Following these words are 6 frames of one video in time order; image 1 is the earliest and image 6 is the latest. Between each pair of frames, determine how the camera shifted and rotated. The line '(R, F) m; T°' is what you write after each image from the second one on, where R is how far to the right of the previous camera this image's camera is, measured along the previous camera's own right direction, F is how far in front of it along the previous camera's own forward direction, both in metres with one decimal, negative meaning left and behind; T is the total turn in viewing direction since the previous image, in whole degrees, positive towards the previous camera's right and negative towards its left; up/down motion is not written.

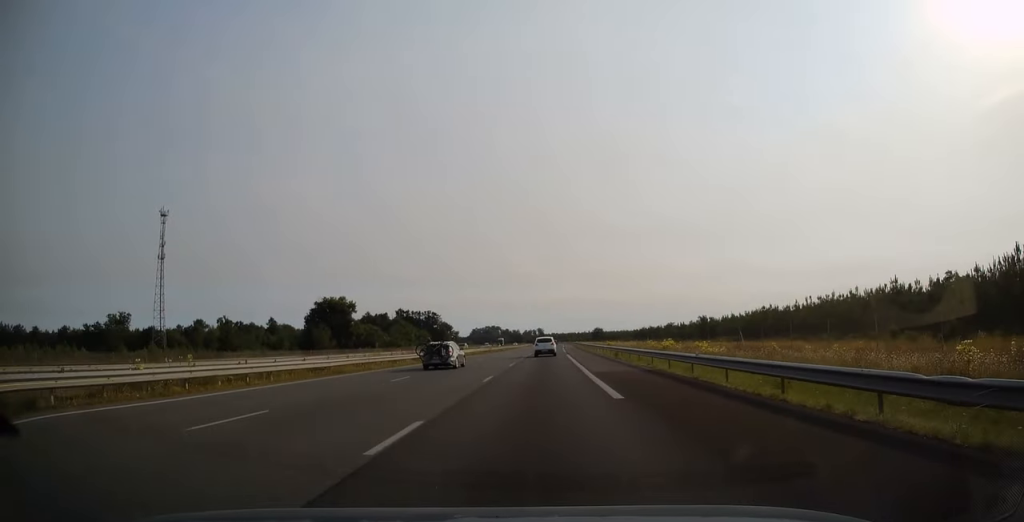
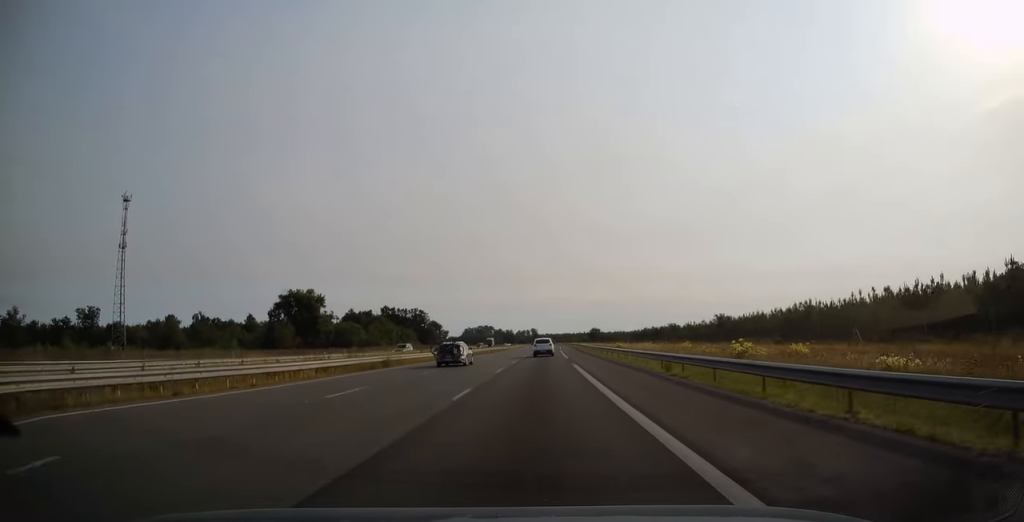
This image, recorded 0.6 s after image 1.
(0.0, +19.2) m; 0°
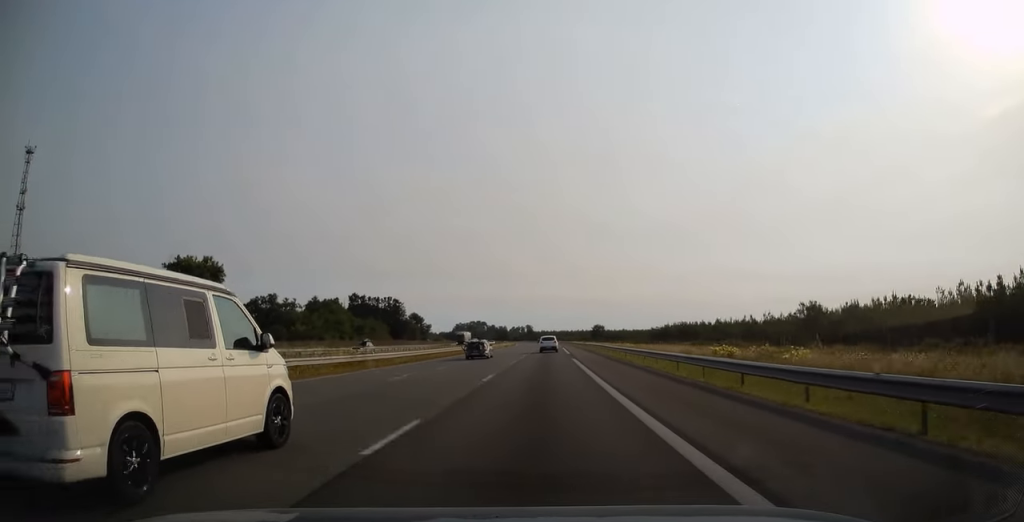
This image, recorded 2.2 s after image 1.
(+0.3, +46.1) m; +1°
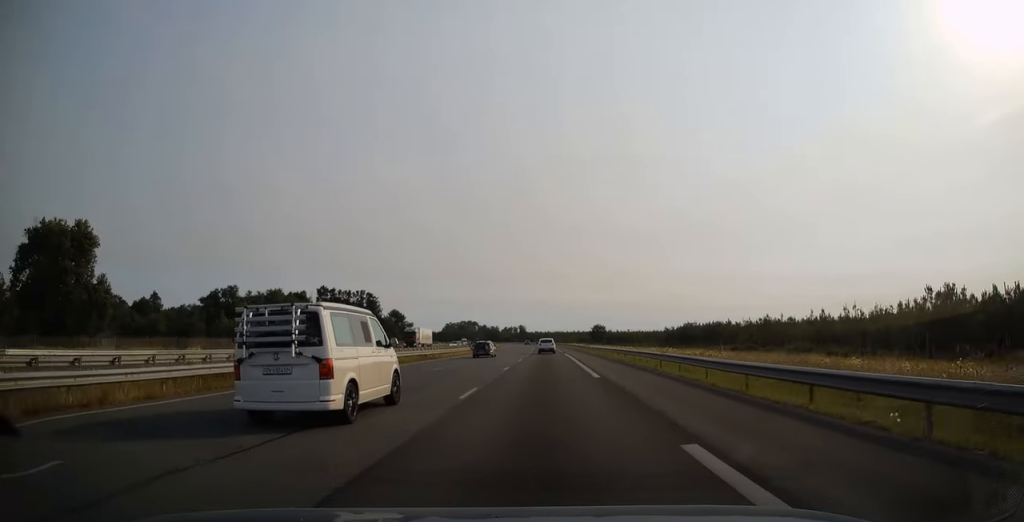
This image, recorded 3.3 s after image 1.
(+0.1, +31.9) m; 0°
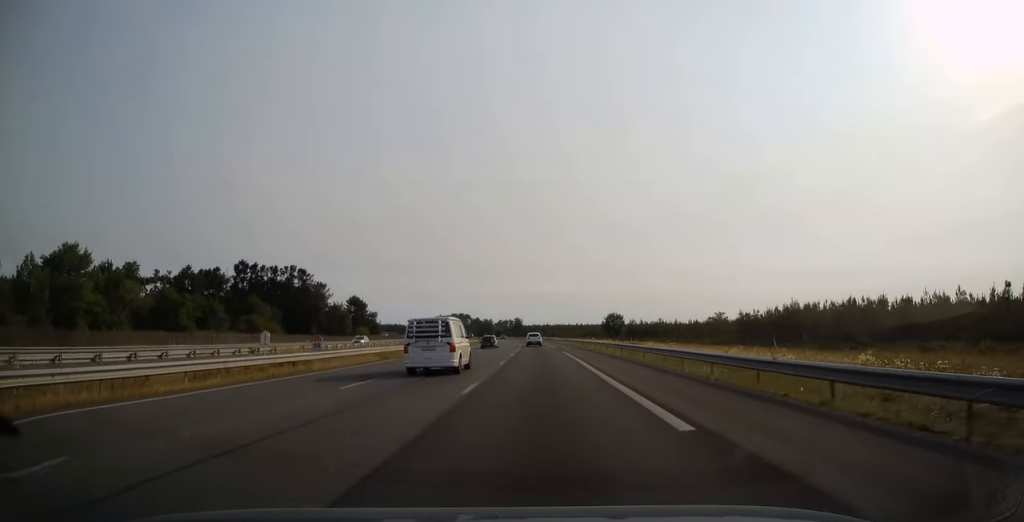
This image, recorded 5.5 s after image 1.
(+0.1, +65.2) m; 0°
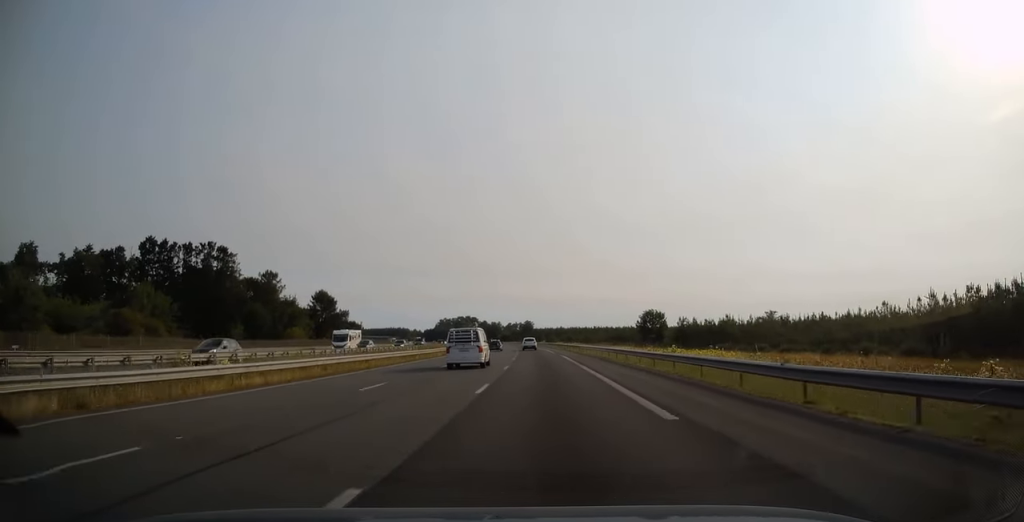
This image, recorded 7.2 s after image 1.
(-0.6, +50.8) m; -1°
